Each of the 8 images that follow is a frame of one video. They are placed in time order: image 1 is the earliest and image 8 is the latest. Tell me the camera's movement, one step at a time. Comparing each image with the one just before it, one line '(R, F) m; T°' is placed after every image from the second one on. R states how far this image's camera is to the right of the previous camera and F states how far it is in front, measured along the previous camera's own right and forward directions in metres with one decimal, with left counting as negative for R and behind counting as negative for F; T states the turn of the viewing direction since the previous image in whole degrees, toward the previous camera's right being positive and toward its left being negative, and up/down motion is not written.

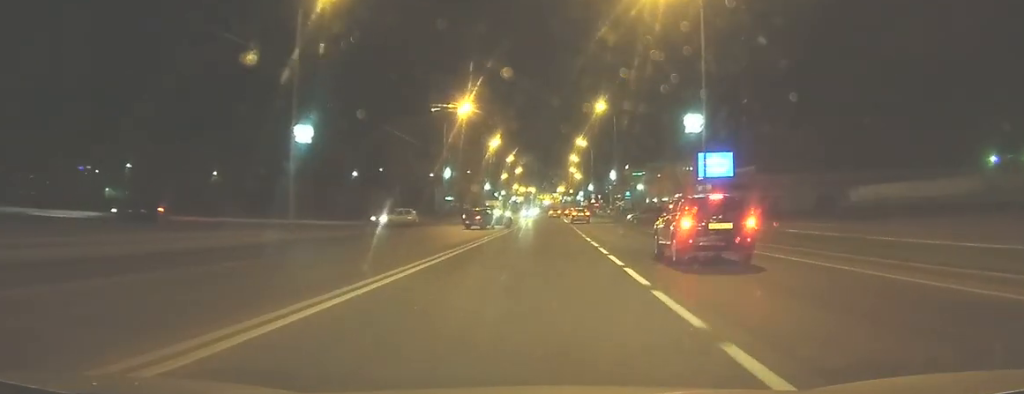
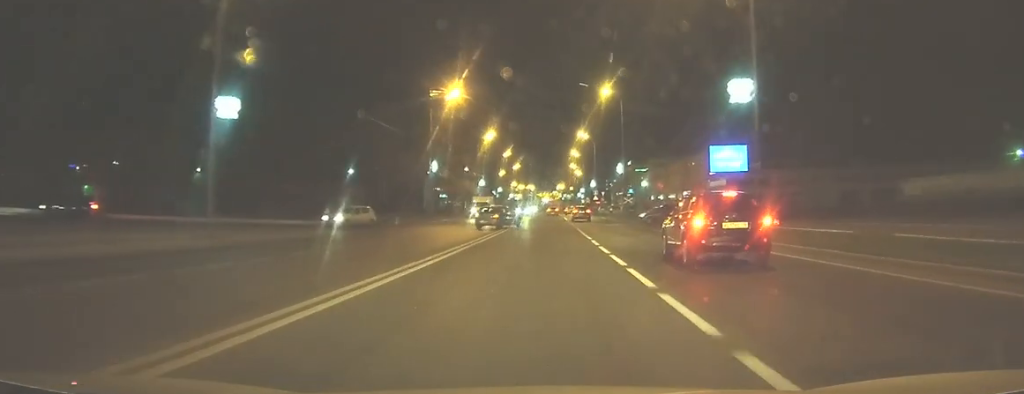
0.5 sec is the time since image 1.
(0.0, +8.2) m; 0°
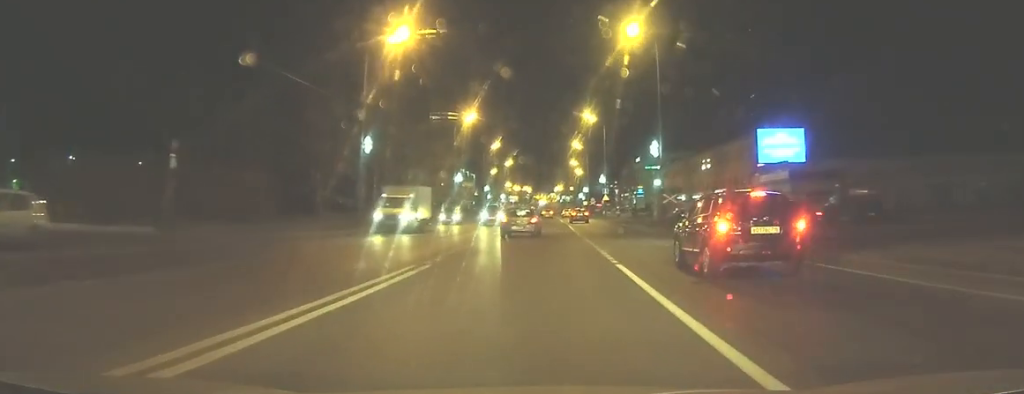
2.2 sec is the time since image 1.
(+0.1, +24.7) m; +1°
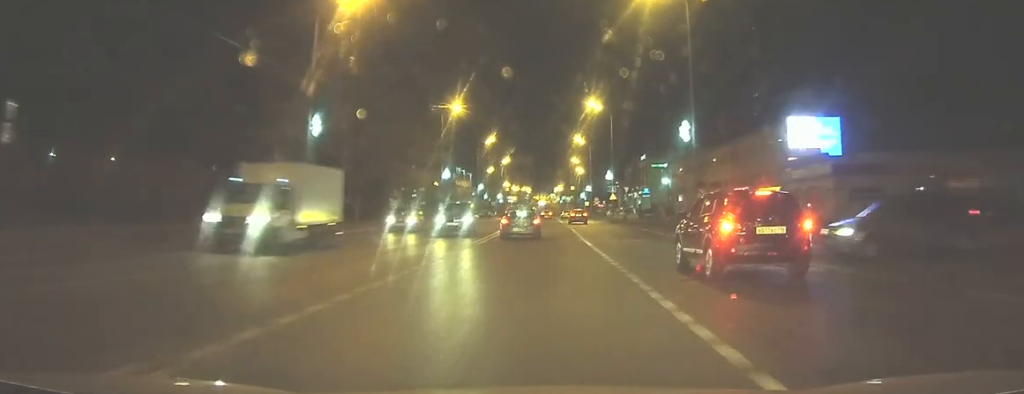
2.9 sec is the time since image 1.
(+0.1, +10.3) m; 0°
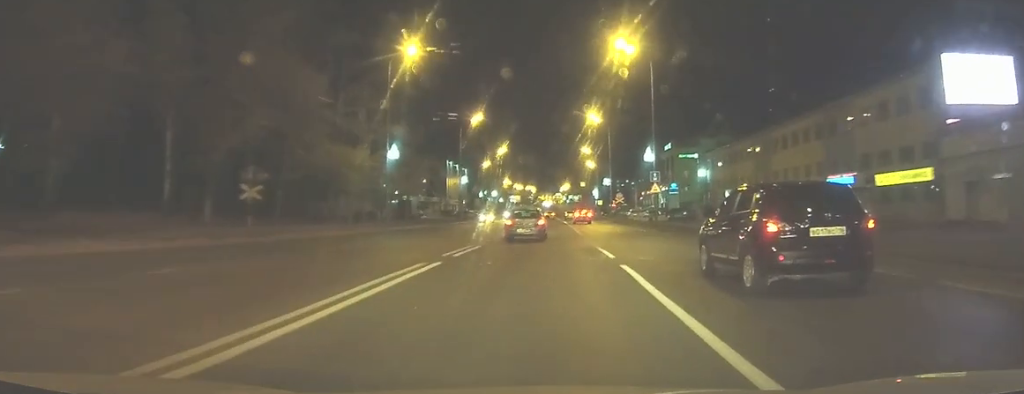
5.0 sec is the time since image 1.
(-0.1, +27.6) m; -1°
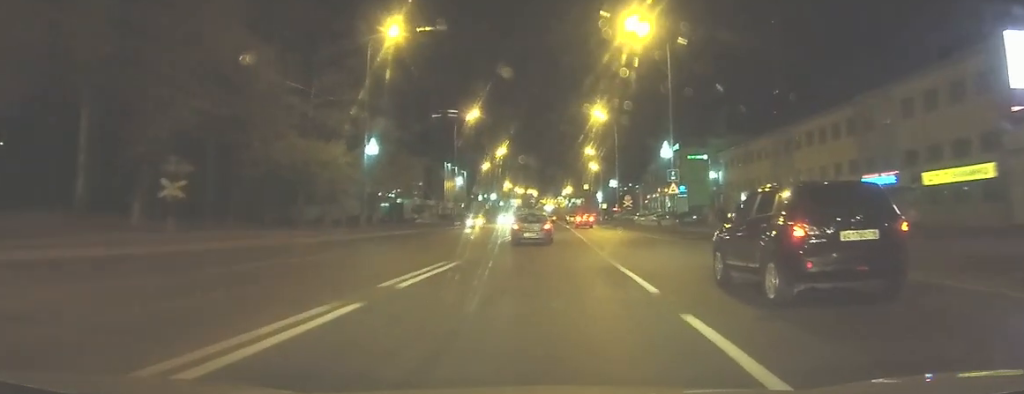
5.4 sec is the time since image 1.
(0.0, +6.3) m; 0°
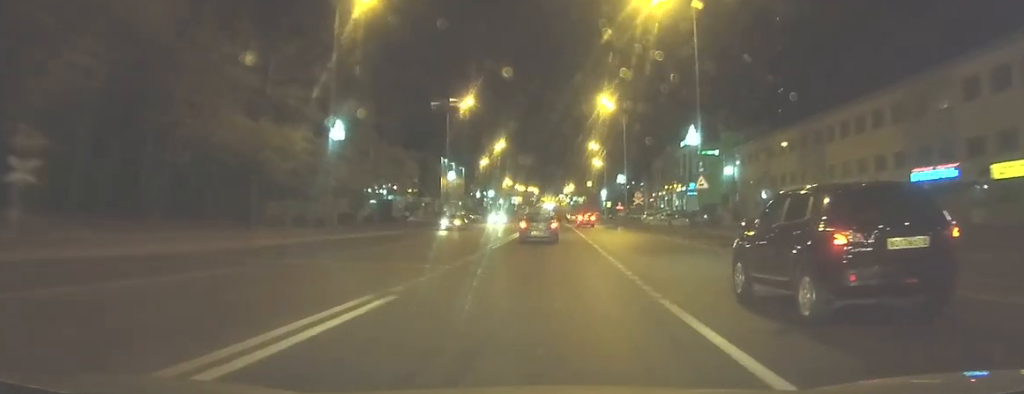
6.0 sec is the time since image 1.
(-0.1, +7.2) m; 0°
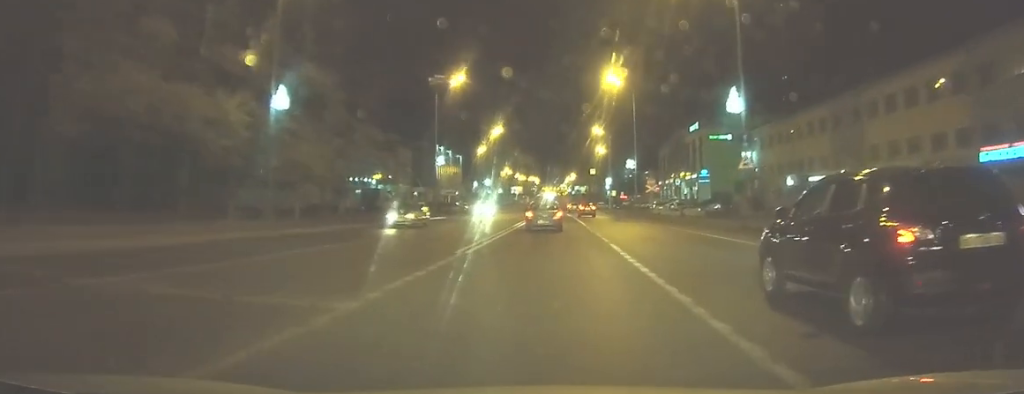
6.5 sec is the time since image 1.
(0.0, +7.8) m; 0°
